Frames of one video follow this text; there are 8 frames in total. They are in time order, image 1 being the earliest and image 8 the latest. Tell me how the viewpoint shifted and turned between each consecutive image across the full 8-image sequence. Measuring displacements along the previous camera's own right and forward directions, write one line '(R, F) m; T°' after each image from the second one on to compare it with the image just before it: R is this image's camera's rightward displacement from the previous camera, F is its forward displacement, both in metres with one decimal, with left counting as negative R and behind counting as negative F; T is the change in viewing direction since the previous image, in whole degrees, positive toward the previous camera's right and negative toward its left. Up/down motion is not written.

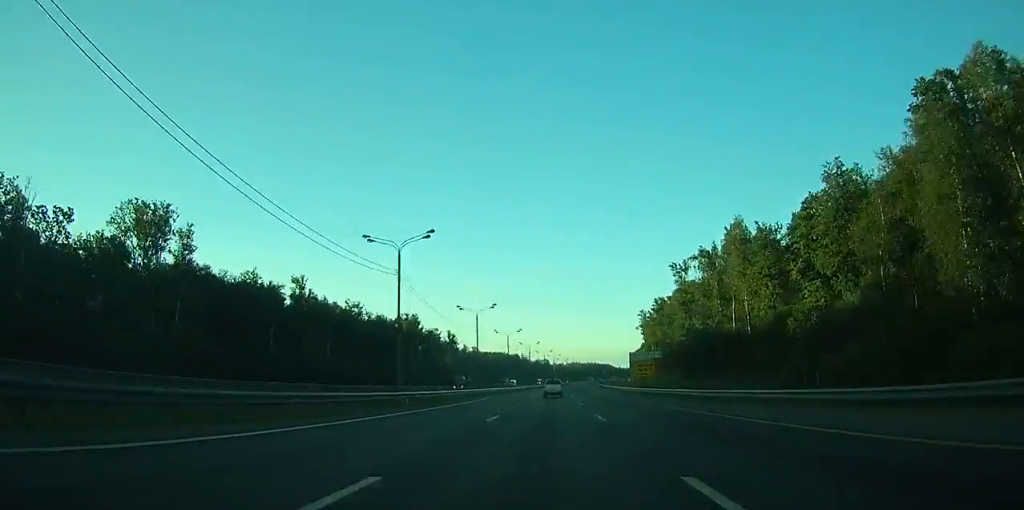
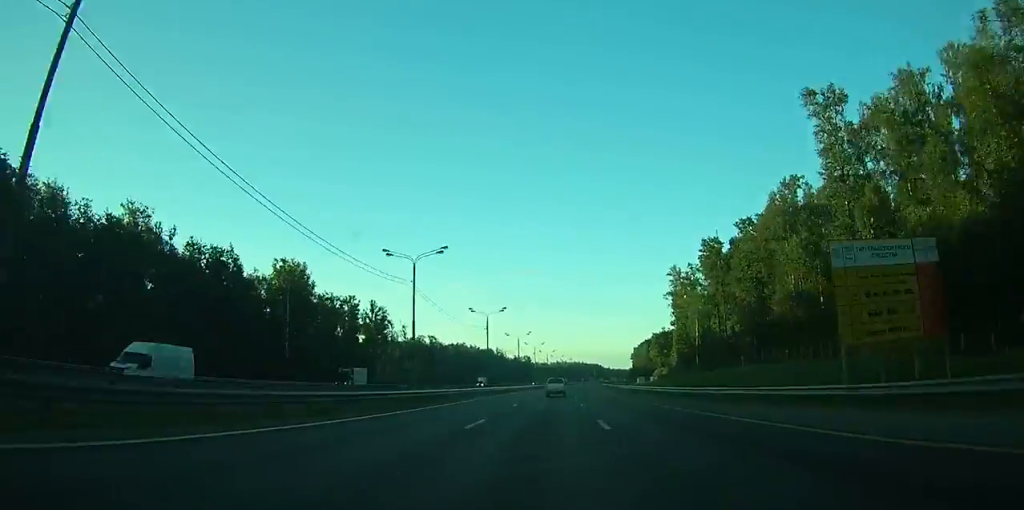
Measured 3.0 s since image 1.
(+1.5, +86.1) m; +2°
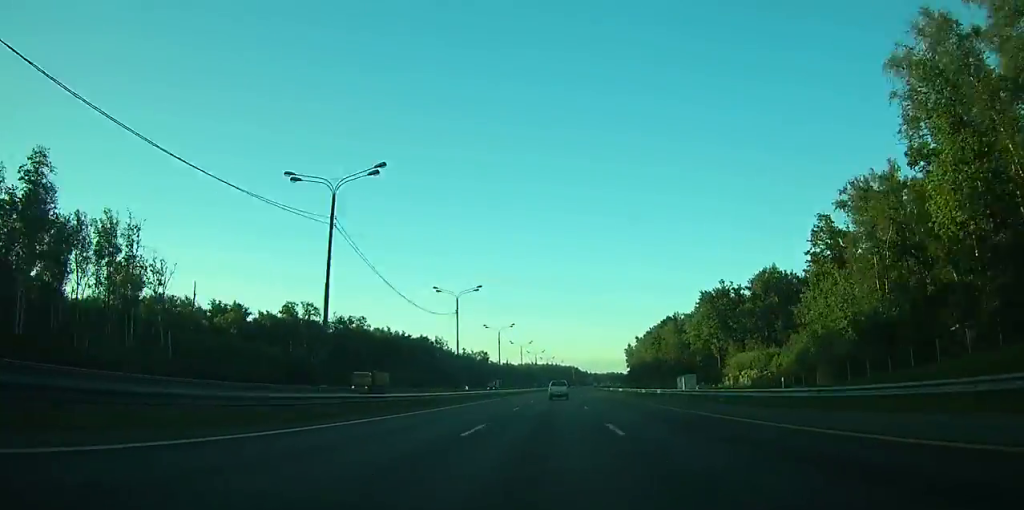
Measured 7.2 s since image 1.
(+2.6, +124.1) m; +3°
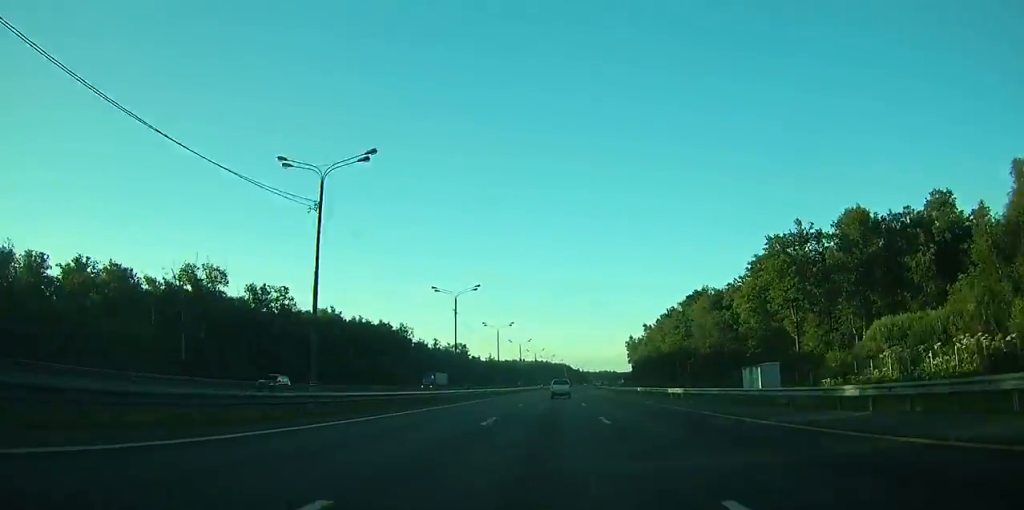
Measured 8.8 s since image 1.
(+0.7, +46.4) m; +1°
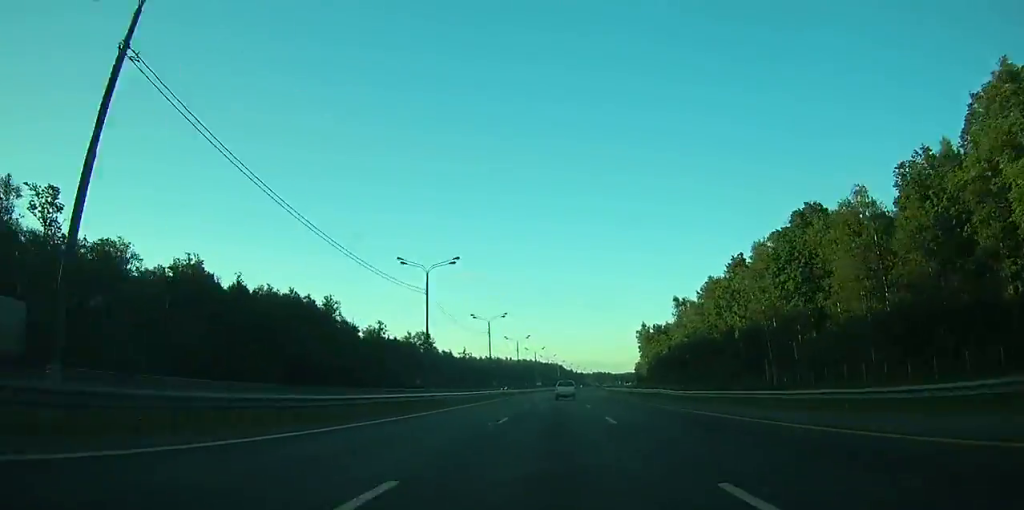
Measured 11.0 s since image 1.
(+0.7, +67.3) m; +1°
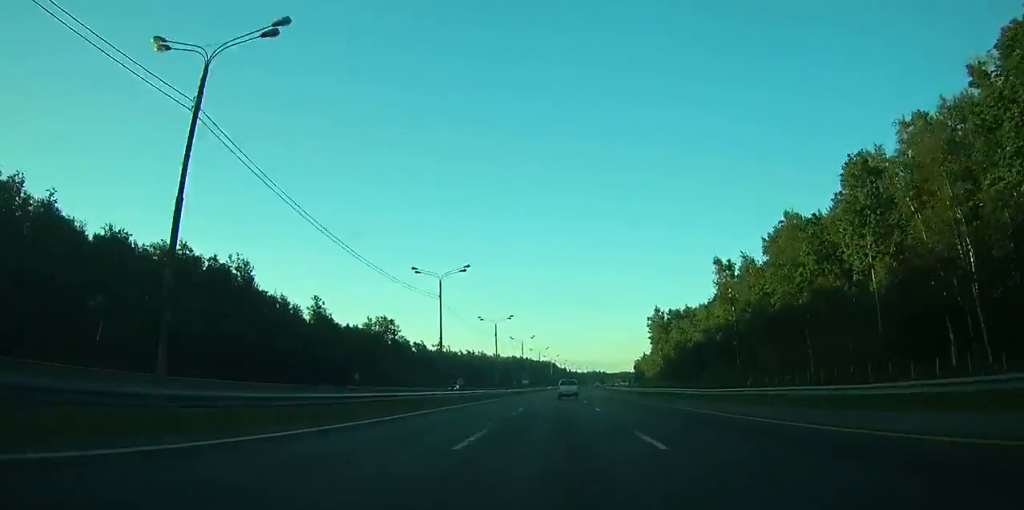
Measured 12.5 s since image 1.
(+0.4, +41.5) m; +1°
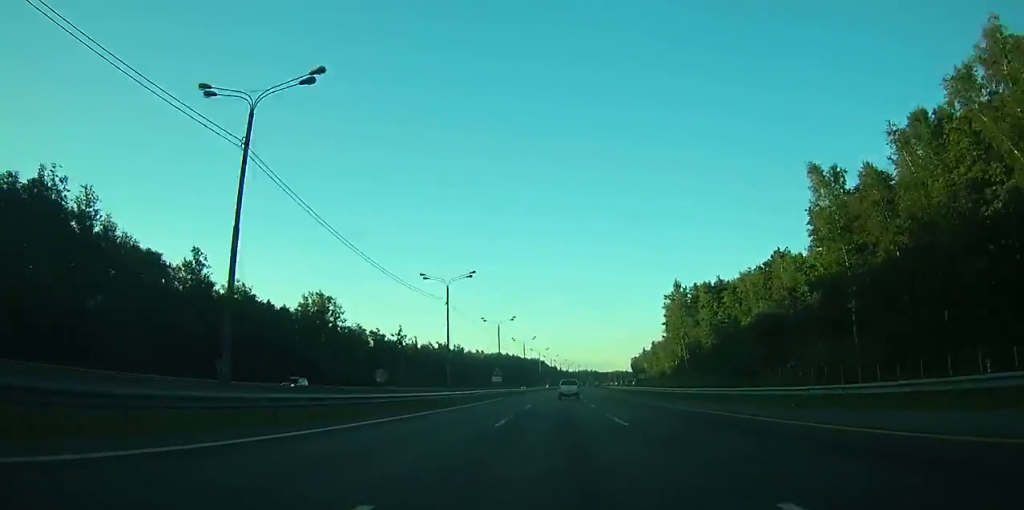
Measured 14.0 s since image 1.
(+0.1, +40.5) m; +1°
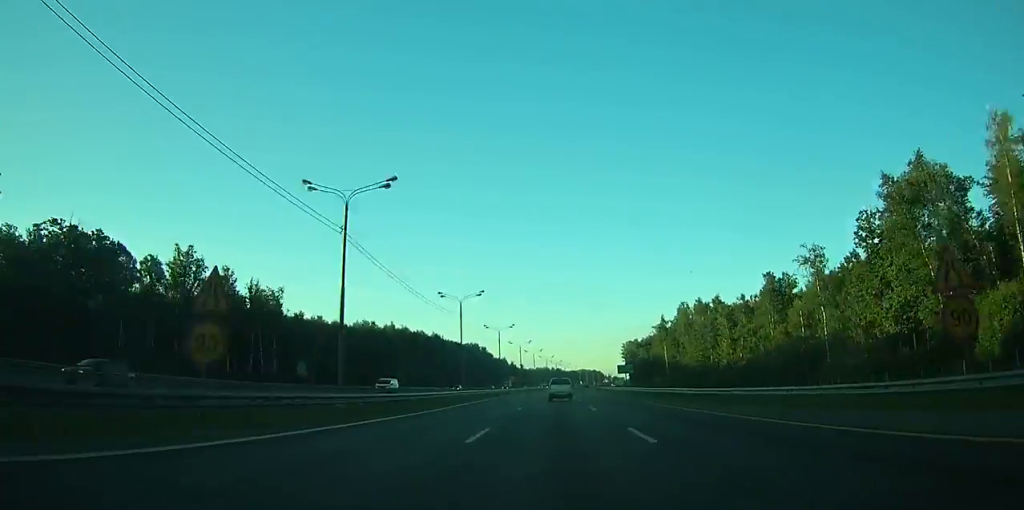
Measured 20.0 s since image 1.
(+4.9, +152.9) m; +4°
